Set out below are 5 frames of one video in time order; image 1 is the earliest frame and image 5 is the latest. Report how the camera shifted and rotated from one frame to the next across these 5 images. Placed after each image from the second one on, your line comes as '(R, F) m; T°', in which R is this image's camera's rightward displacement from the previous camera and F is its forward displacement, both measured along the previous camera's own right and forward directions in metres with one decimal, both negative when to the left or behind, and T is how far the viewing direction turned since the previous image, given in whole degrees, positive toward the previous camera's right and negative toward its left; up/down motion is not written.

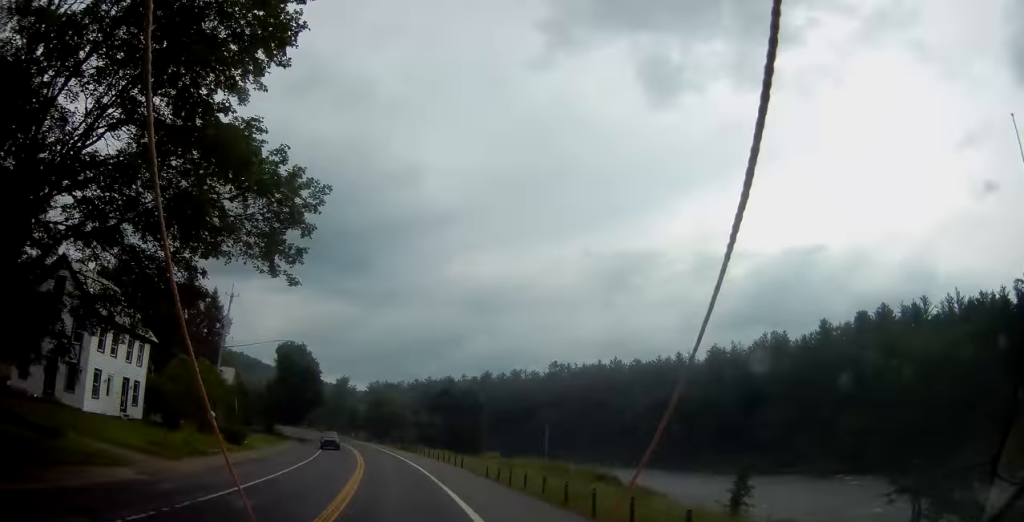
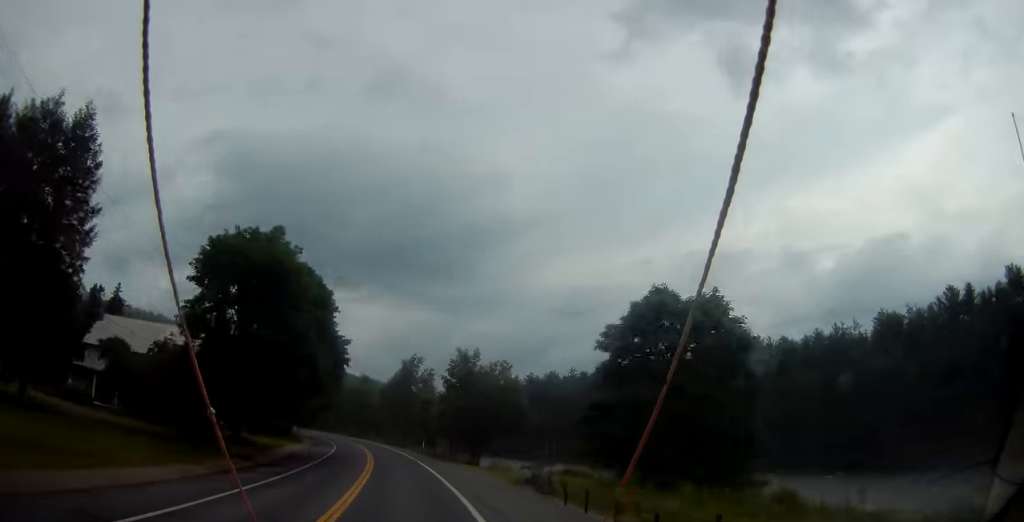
(-2.3, +46.8) m; -7°
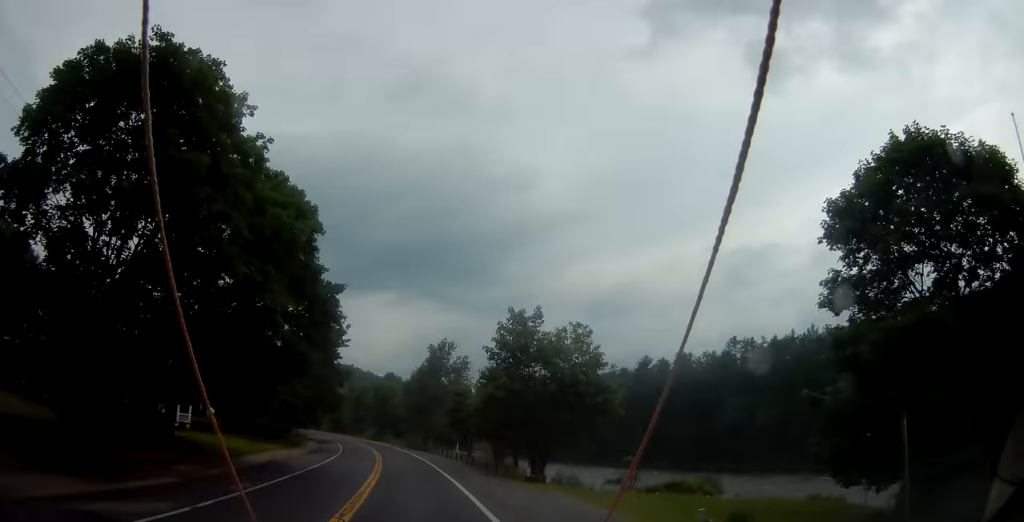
(-0.7, +15.5) m; -3°
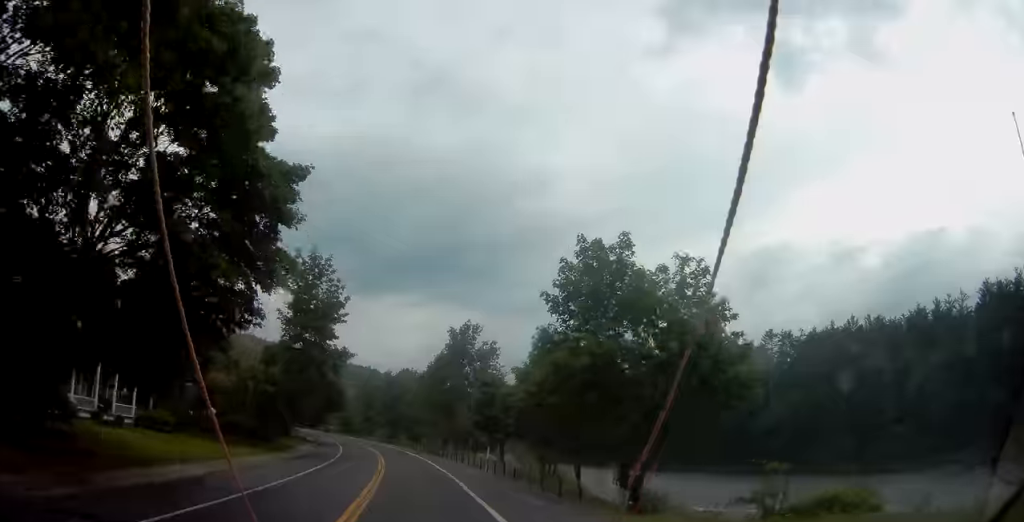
(-0.1, +12.1) m; -3°
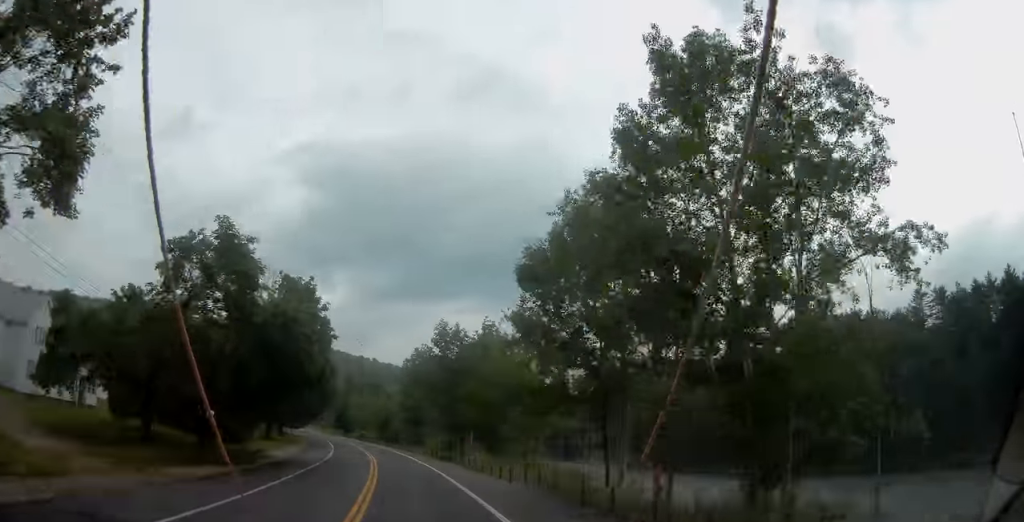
(-2.8, +44.7) m; -6°
